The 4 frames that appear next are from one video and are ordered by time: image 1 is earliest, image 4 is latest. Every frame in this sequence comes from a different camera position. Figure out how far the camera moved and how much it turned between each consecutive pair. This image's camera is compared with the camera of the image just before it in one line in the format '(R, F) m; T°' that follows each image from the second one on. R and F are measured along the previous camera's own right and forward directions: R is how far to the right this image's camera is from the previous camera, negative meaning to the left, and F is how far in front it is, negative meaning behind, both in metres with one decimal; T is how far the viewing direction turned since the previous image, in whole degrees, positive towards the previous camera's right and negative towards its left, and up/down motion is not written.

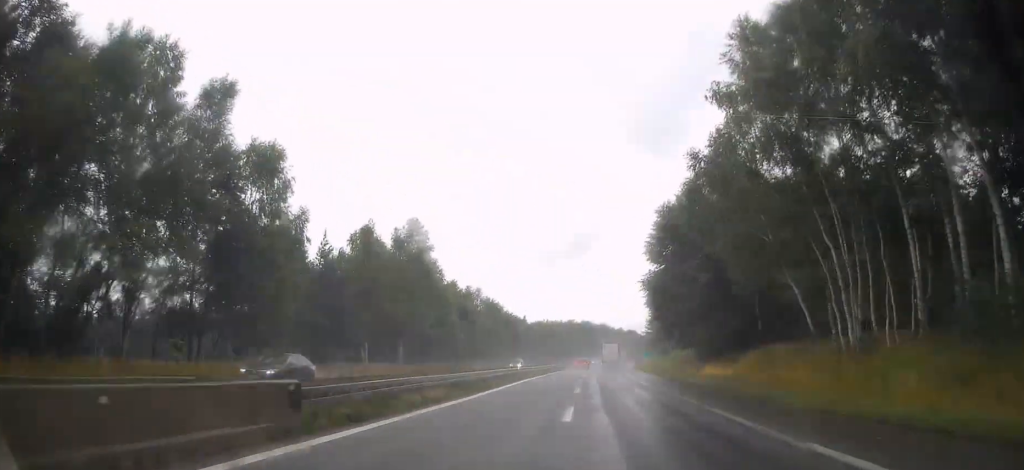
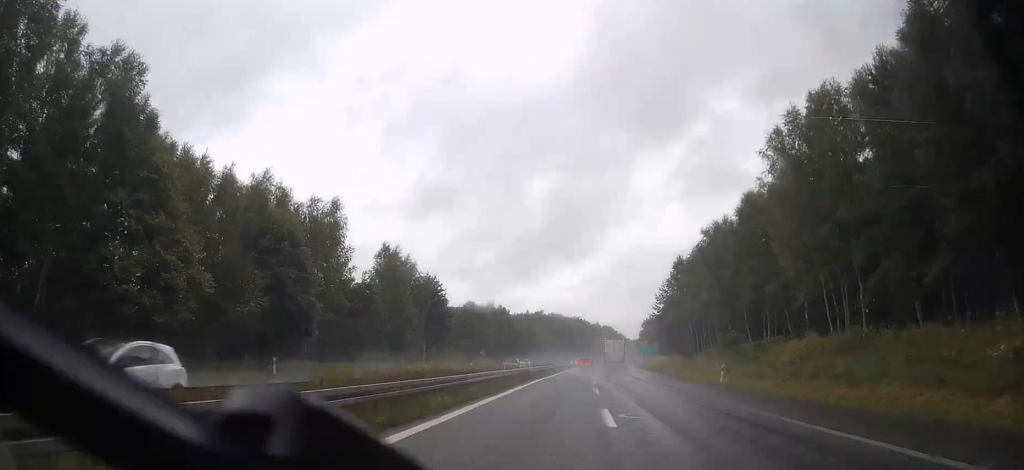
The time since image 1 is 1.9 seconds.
(+1.2, +59.3) m; +3°
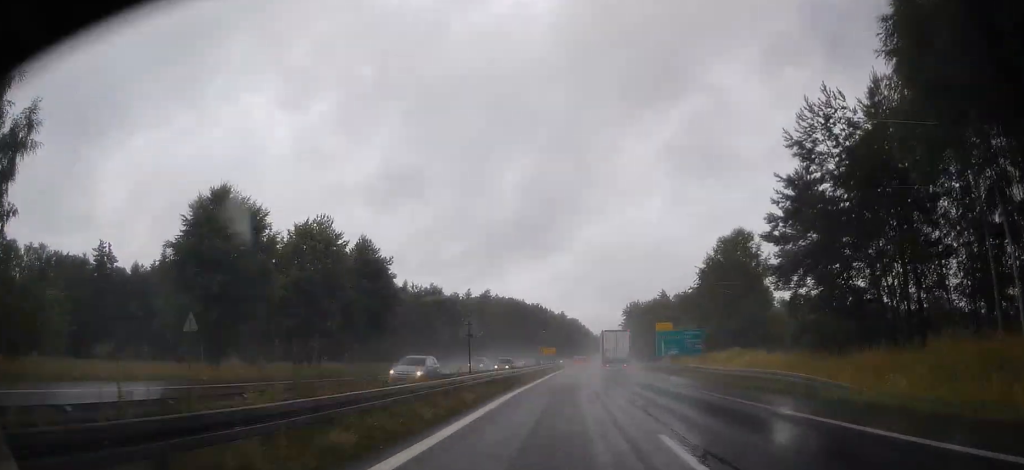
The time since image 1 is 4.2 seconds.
(+3.7, +73.4) m; +5°
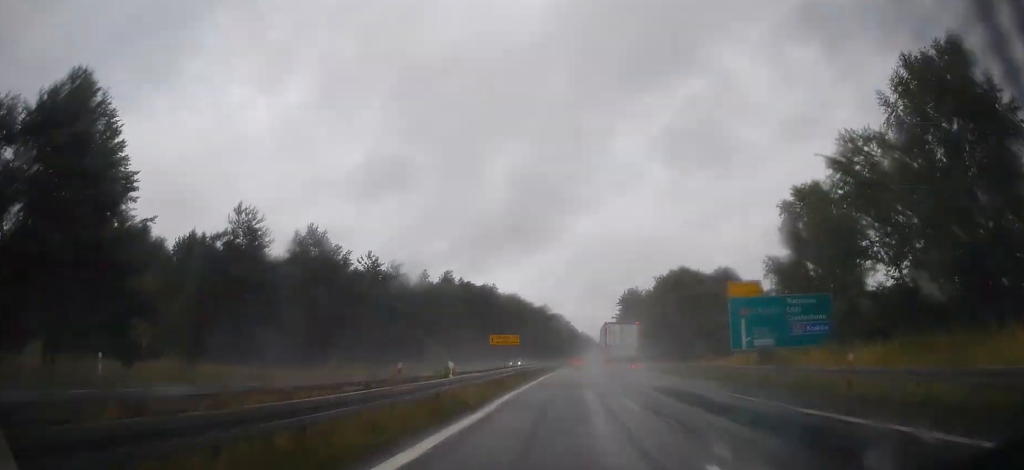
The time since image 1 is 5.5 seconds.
(+0.4, +39.0) m; +1°
